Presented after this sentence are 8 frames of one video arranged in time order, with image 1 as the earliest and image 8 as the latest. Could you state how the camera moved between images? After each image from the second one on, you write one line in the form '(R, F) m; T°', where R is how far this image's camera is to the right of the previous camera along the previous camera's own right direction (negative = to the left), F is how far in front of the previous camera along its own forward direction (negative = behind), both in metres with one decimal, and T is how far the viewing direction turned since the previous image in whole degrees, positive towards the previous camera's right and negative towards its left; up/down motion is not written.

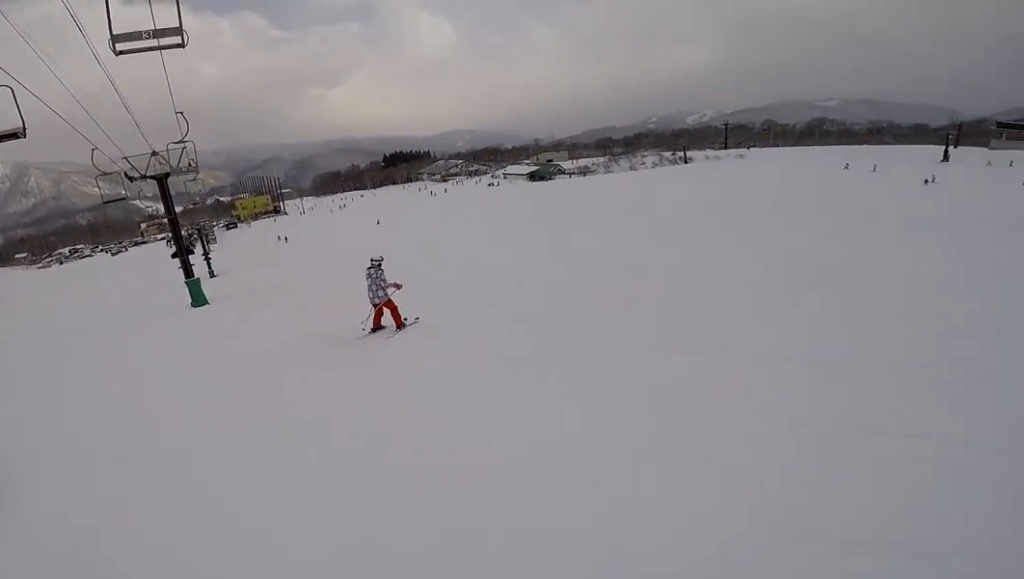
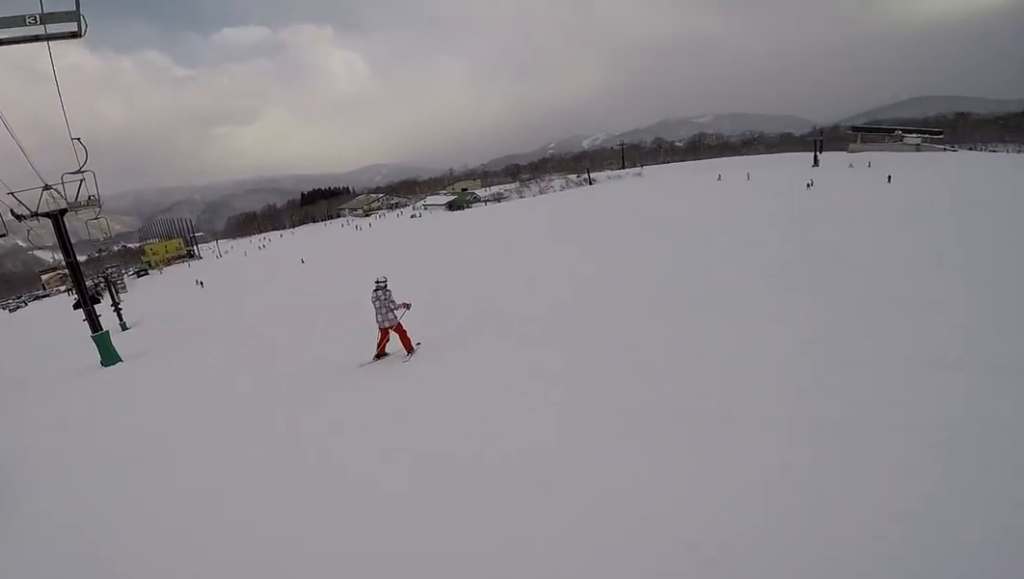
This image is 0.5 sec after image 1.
(+0.2, +1.9) m; +9°
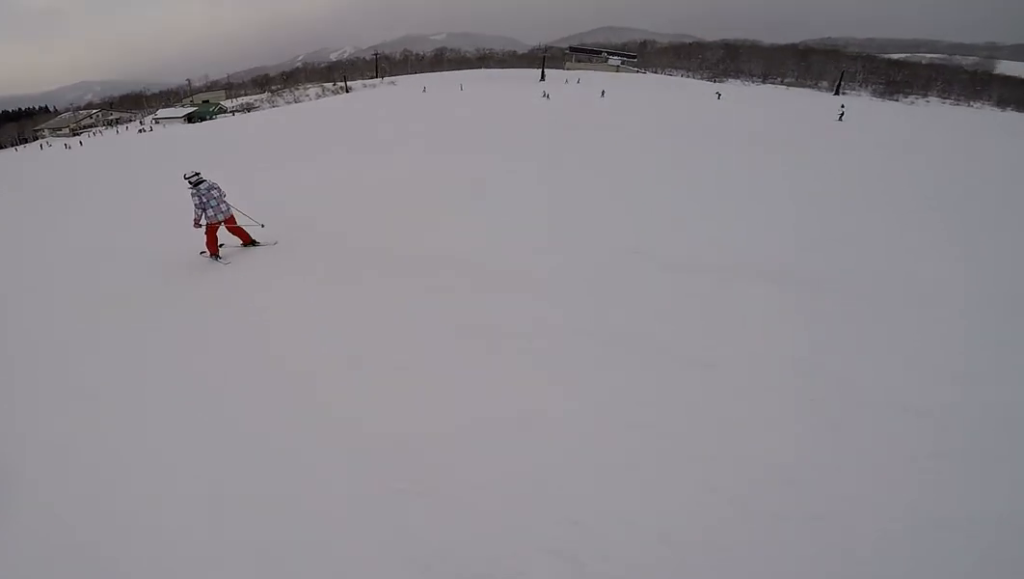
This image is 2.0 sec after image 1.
(+1.5, +6.6) m; +11°
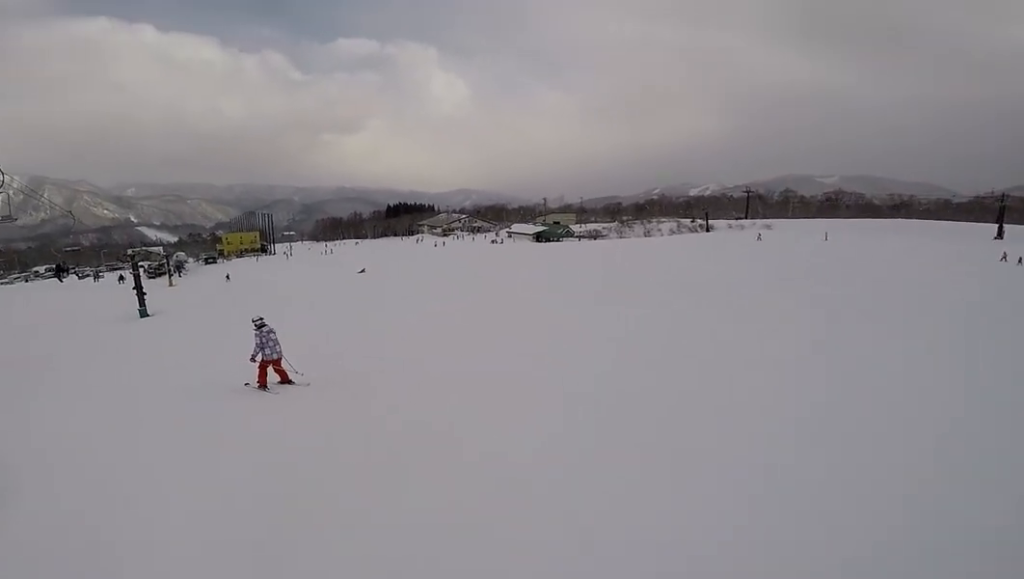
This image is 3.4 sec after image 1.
(-0.5, +6.1) m; -15°
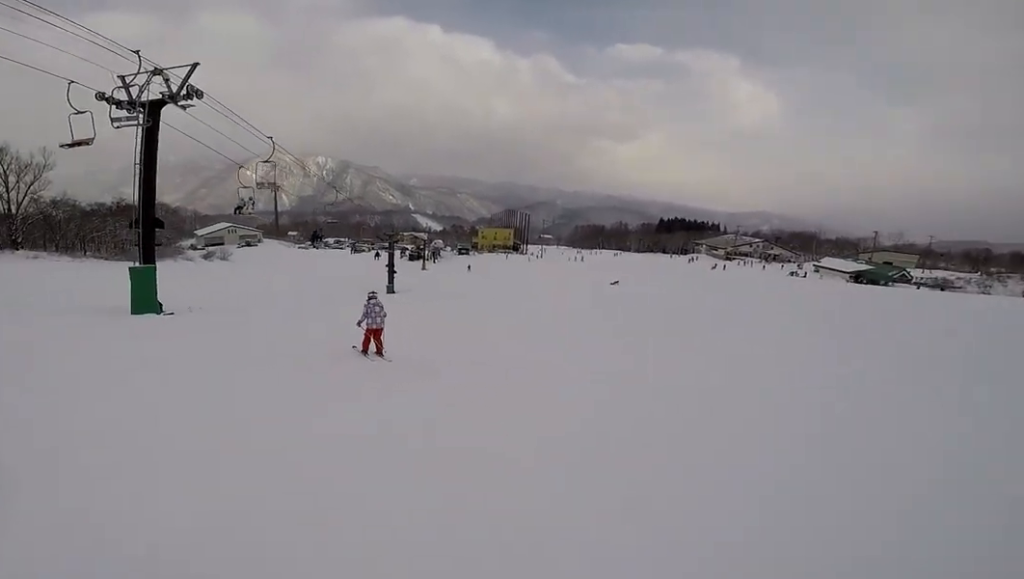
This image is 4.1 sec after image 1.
(-0.3, +3.5) m; -12°
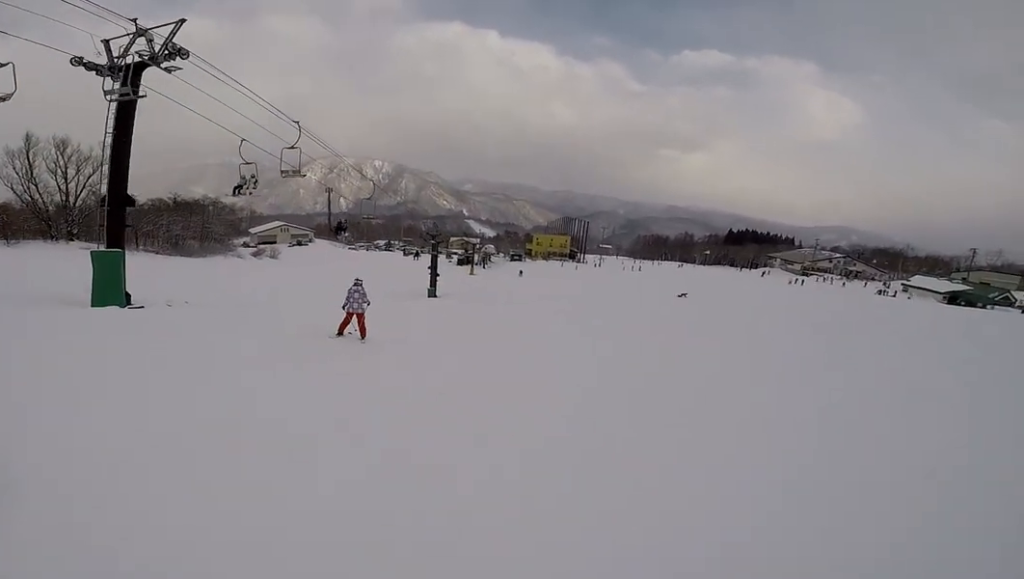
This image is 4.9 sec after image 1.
(-0.6, +4.1) m; -14°
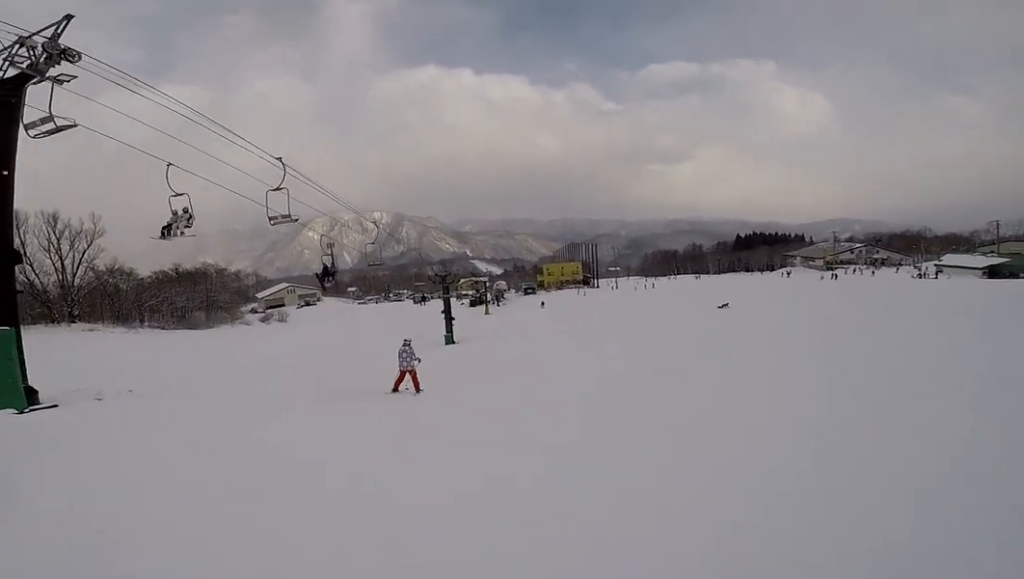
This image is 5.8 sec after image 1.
(-0.7, +5.3) m; -4°
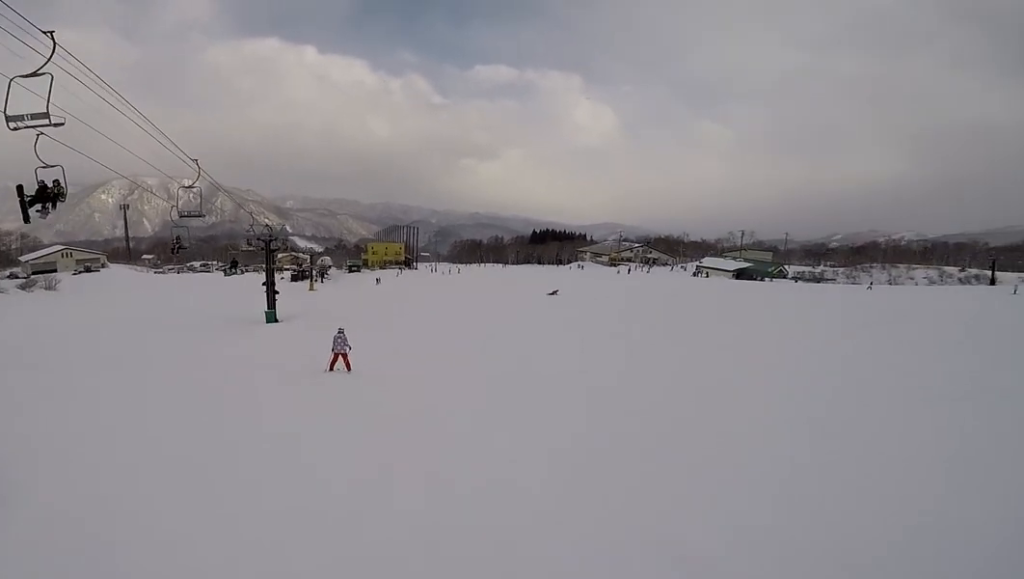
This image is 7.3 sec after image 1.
(+0.9, +9.7) m; +16°
